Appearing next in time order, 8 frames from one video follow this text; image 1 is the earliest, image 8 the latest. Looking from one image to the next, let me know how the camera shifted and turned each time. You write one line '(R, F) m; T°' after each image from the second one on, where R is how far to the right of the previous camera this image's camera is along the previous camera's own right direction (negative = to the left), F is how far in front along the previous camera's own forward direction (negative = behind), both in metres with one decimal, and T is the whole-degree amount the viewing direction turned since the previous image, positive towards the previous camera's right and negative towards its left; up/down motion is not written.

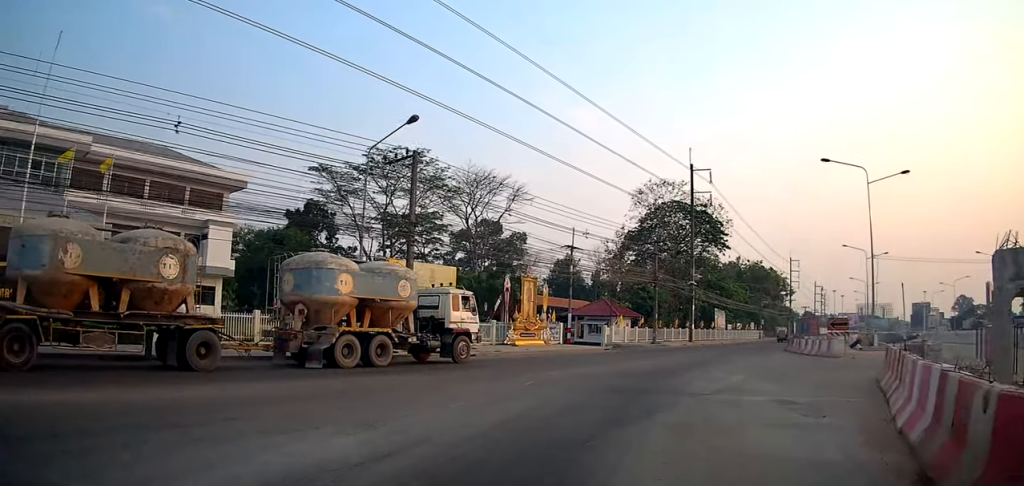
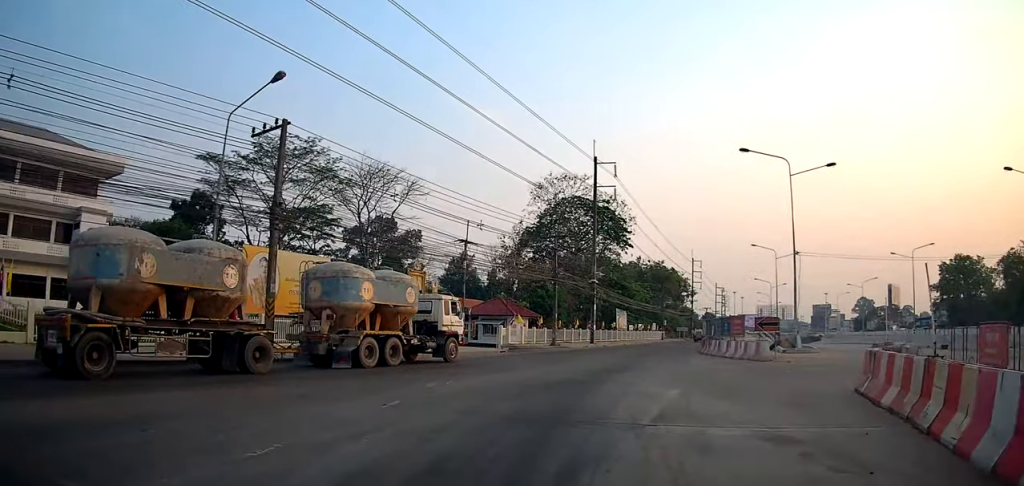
(+0.5, +3.9) m; +17°
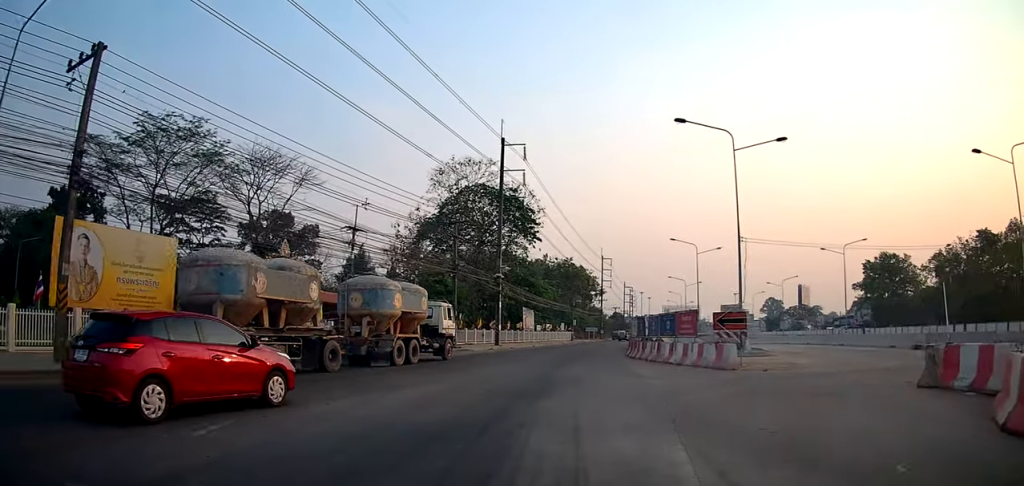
(+1.2, +6.3) m; +19°
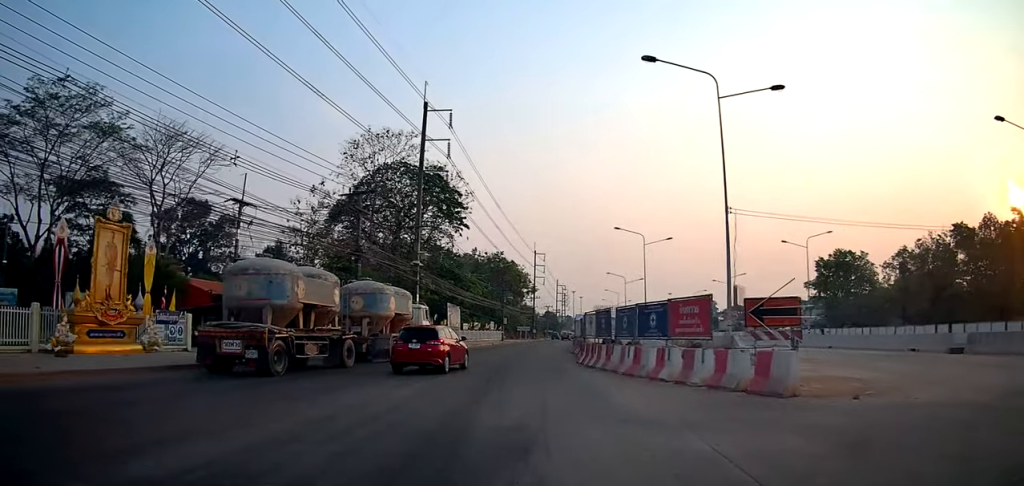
(+0.4, +8.2) m; -1°
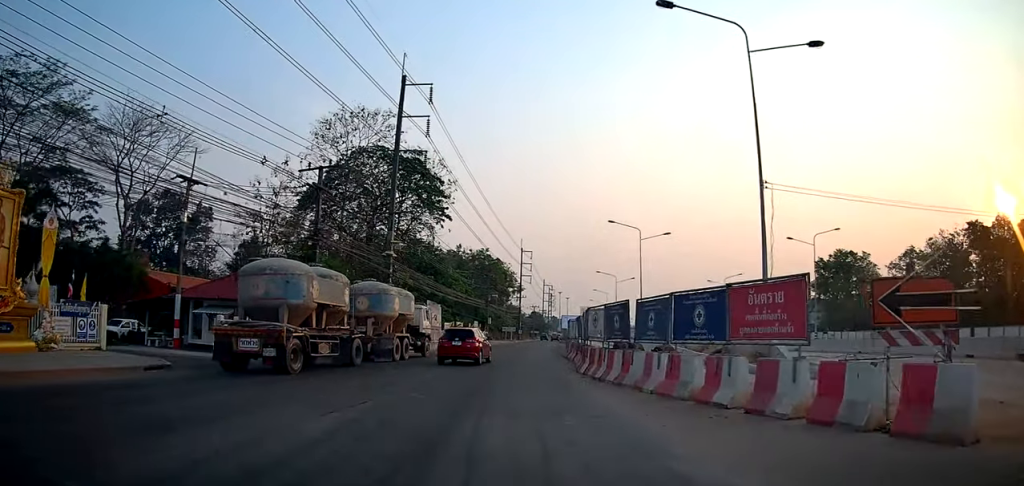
(-0.1, +4.9) m; +4°
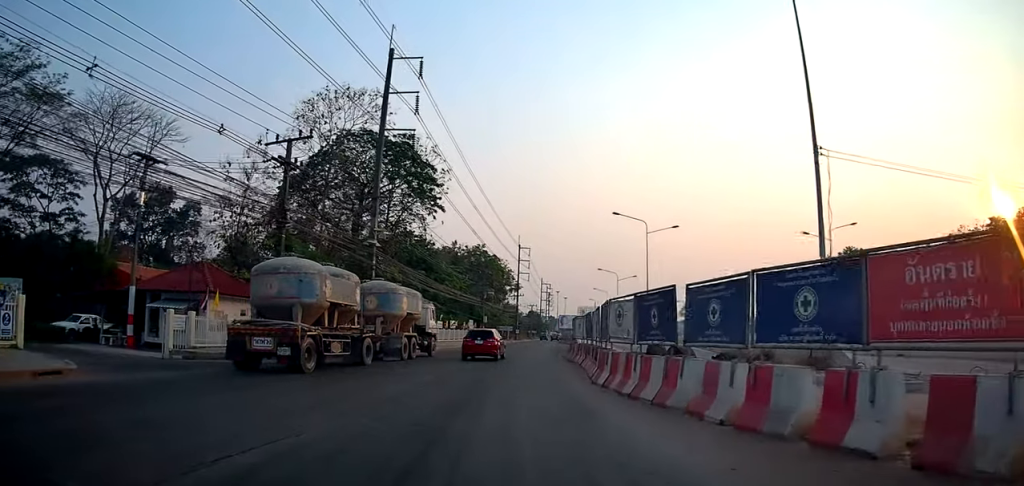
(+0.2, +4.0) m; +1°
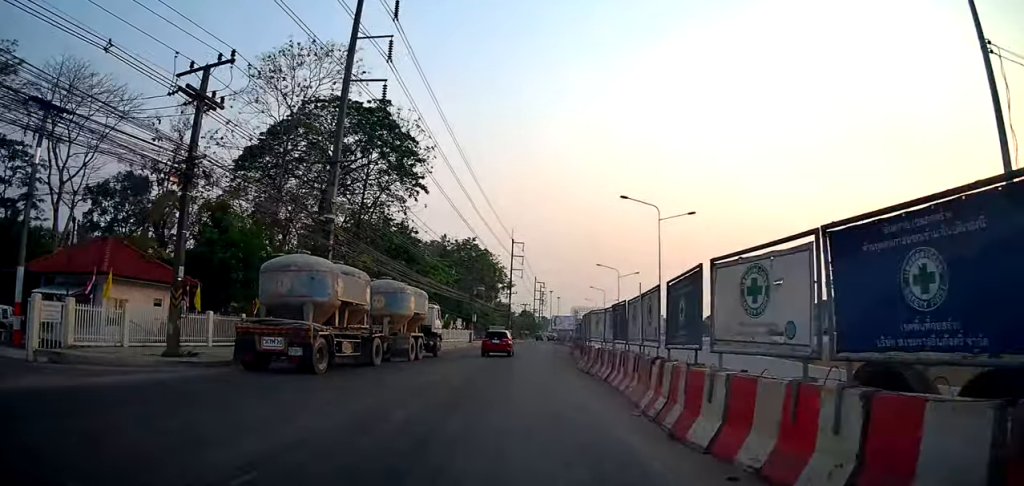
(+0.2, +7.1) m; 0°
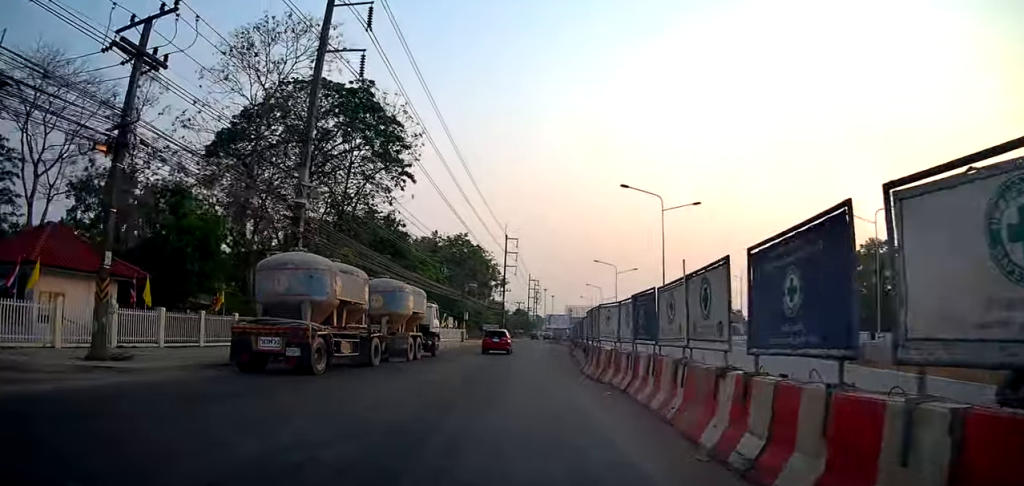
(-0.1, +3.1) m; -1°
